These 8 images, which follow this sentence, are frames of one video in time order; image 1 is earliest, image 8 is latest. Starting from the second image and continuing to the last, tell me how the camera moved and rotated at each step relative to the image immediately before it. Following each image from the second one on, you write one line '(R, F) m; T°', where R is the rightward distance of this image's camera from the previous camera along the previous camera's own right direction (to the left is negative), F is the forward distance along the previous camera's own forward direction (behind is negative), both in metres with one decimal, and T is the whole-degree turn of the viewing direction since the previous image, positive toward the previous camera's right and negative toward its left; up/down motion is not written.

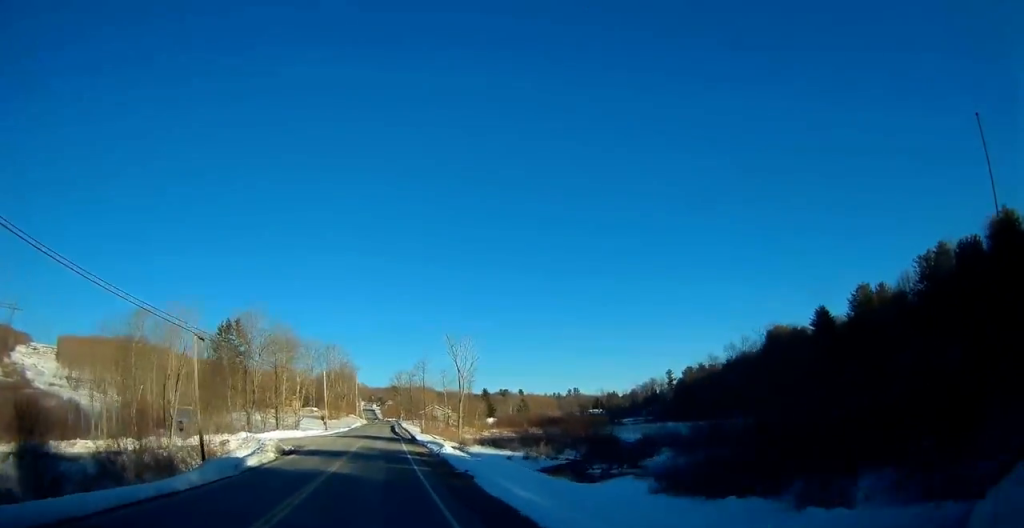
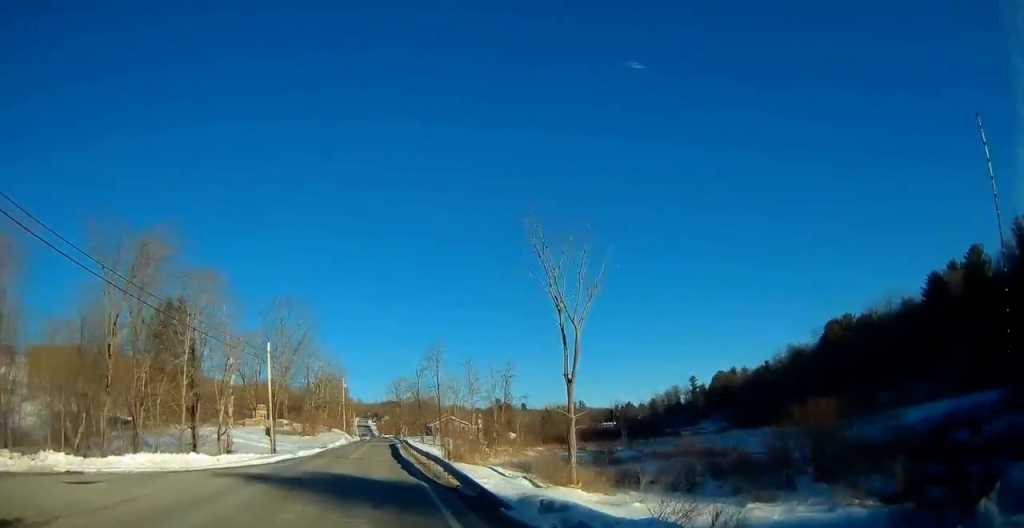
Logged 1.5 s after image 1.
(-0.3, +37.5) m; 0°
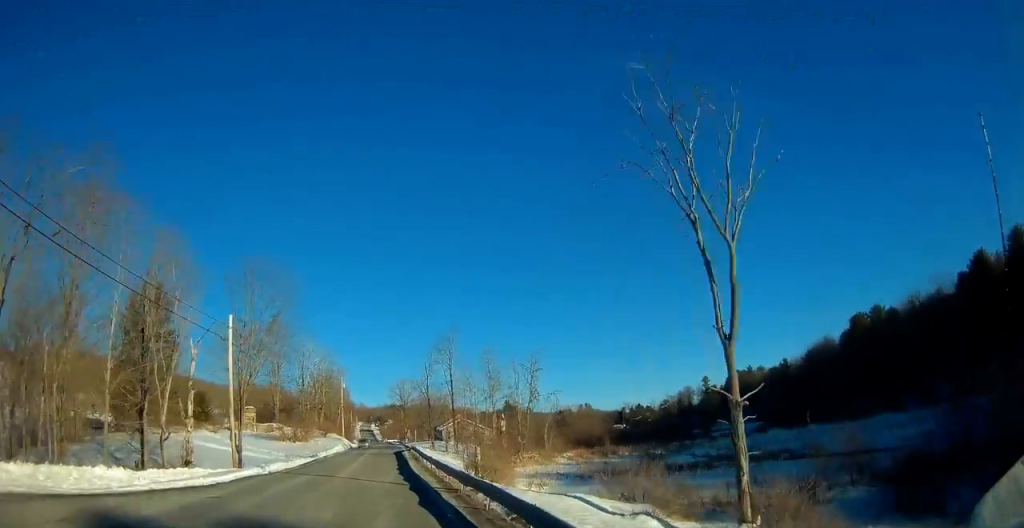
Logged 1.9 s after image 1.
(+0.1, +11.8) m; 0°
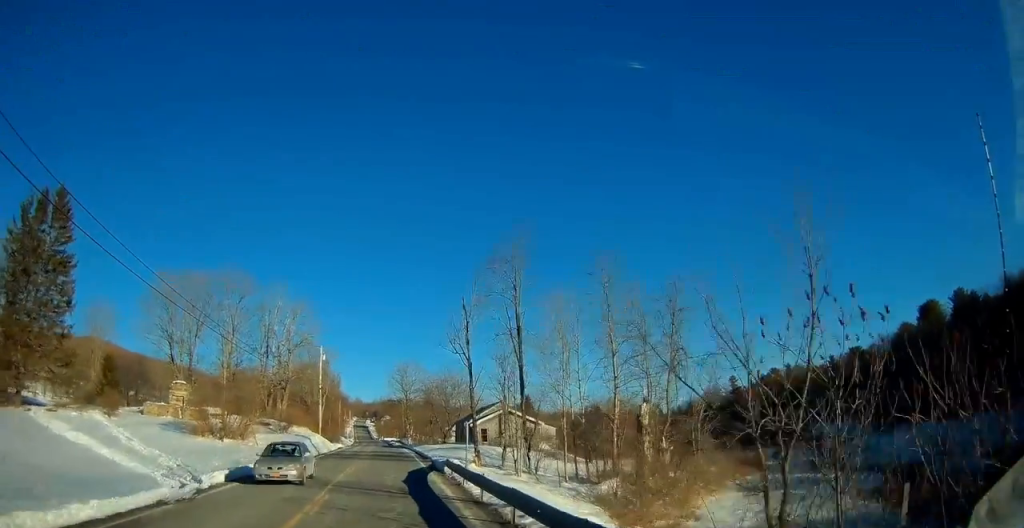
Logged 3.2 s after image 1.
(+0.2, +33.1) m; 0°
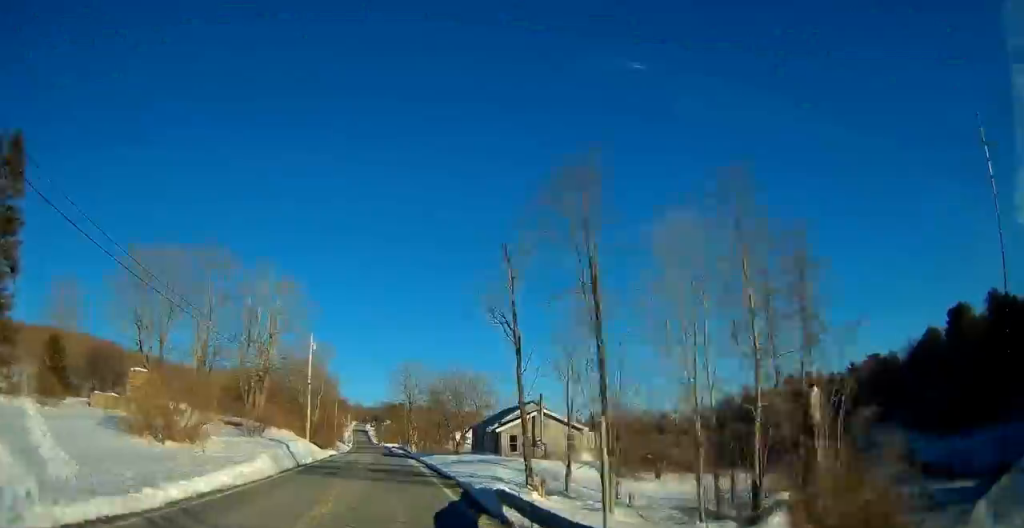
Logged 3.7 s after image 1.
(0.0, +11.9) m; 0°
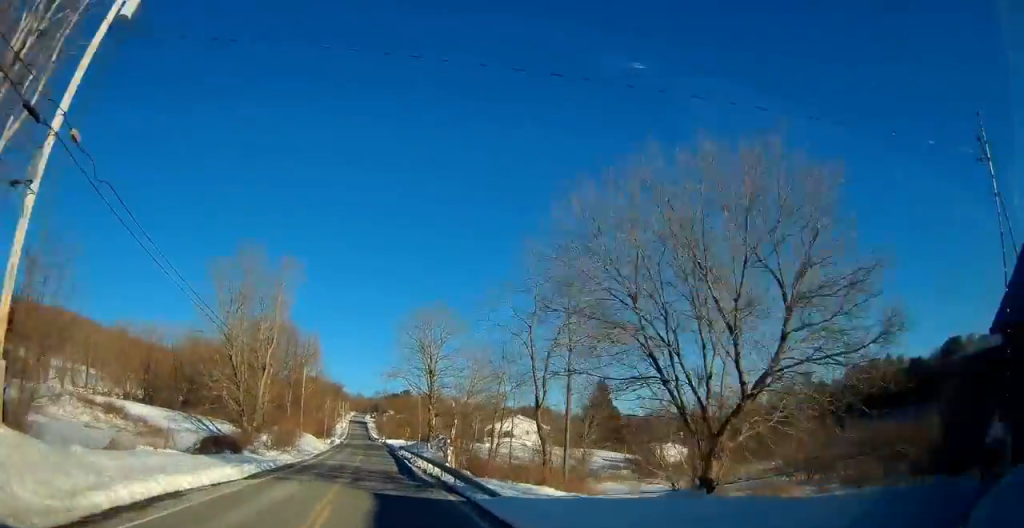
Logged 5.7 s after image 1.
(-0.9, +50.5) m; -3°
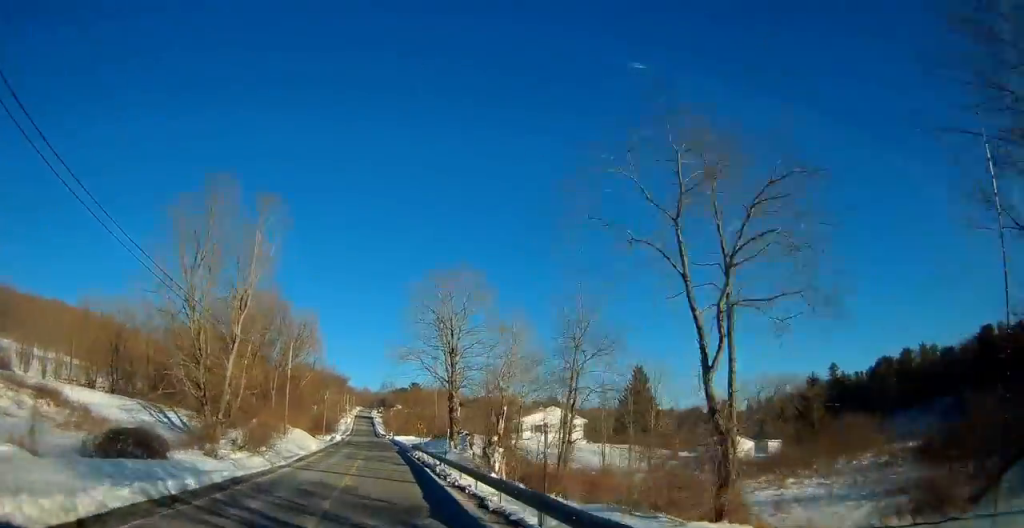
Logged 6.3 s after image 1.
(-0.4, +15.6) m; -1°
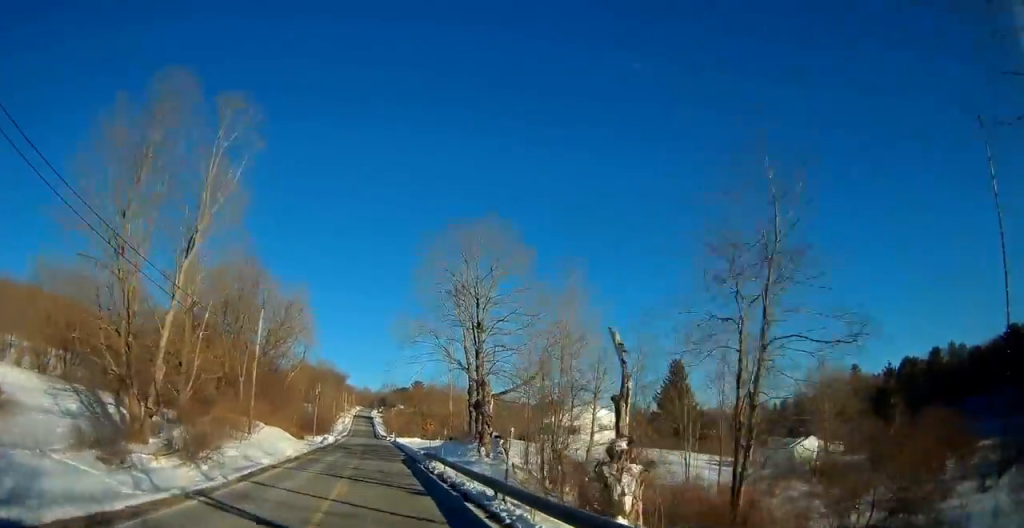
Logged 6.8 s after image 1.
(-0.1, +14.9) m; +2°
